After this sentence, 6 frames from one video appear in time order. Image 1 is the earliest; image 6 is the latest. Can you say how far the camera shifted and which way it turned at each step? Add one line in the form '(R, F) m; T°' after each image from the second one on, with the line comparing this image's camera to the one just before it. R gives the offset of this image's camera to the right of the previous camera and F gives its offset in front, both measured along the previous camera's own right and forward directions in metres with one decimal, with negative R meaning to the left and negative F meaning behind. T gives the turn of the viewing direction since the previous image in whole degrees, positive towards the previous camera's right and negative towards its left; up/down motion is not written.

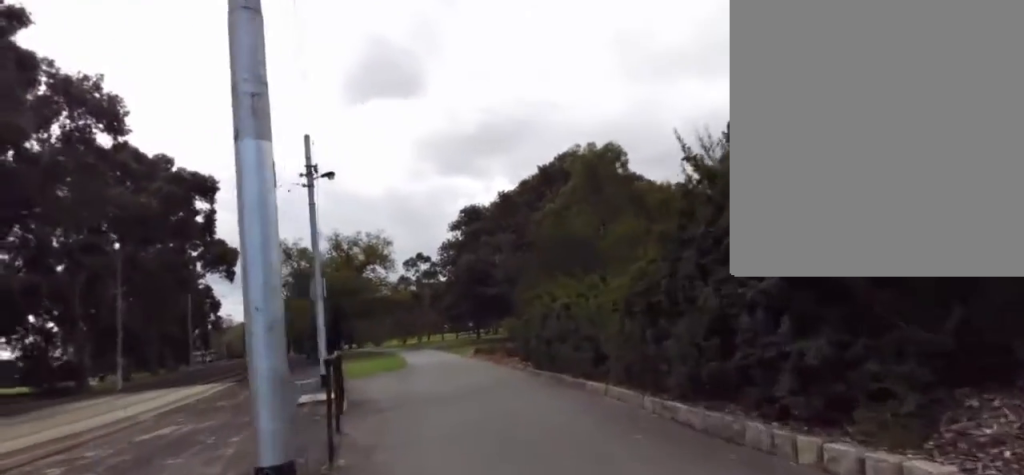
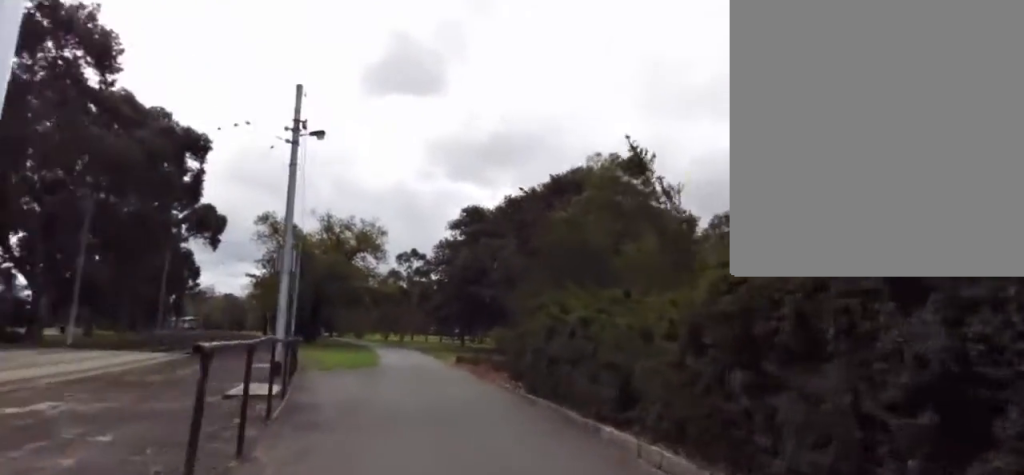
(-0.1, +2.3) m; -4°
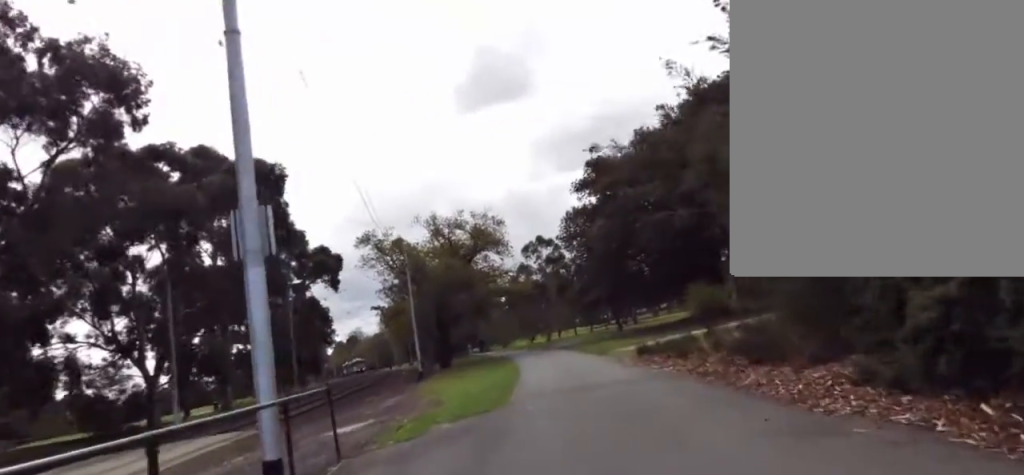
(-1.3, +8.5) m; +1°
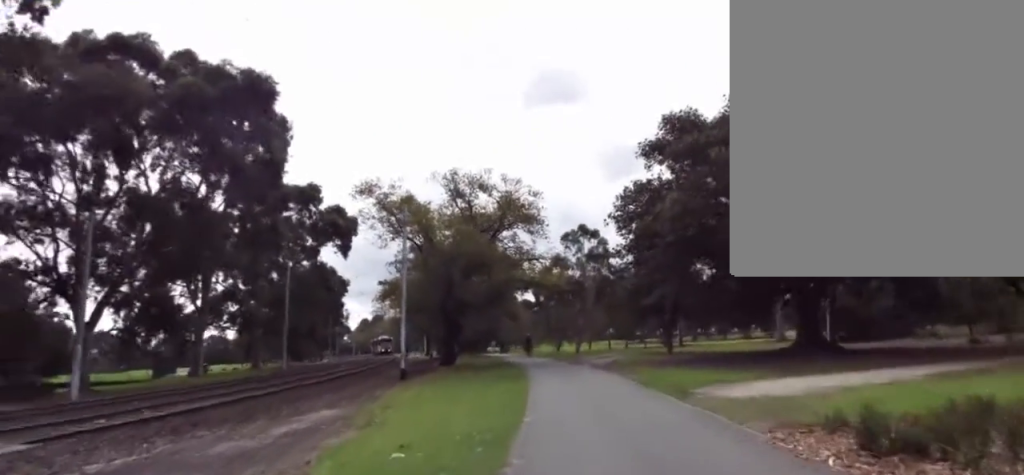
(0.0, +9.0) m; -10°
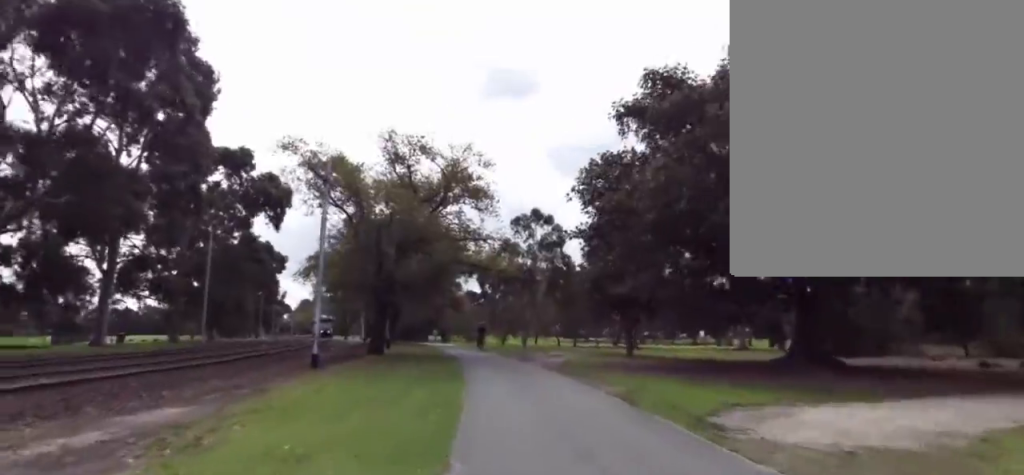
(-0.2, +4.7) m; -2°
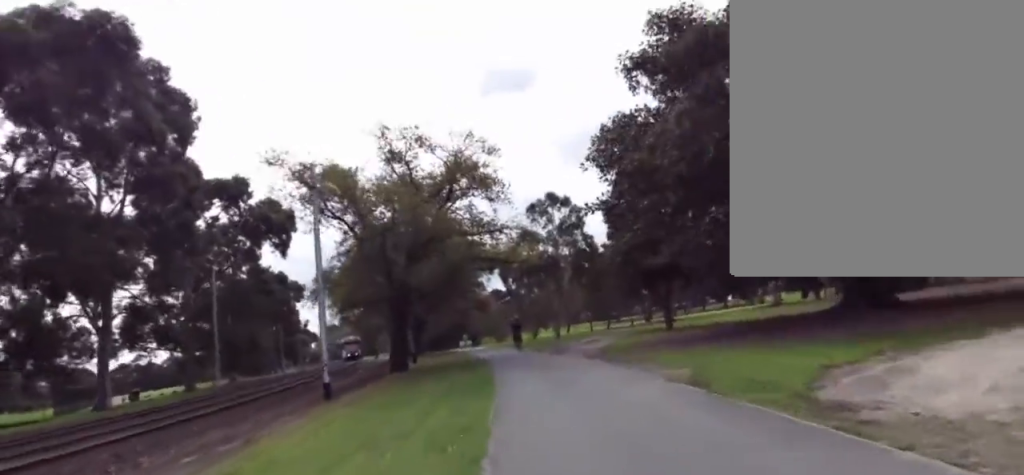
(0.0, +2.3) m; +4°
